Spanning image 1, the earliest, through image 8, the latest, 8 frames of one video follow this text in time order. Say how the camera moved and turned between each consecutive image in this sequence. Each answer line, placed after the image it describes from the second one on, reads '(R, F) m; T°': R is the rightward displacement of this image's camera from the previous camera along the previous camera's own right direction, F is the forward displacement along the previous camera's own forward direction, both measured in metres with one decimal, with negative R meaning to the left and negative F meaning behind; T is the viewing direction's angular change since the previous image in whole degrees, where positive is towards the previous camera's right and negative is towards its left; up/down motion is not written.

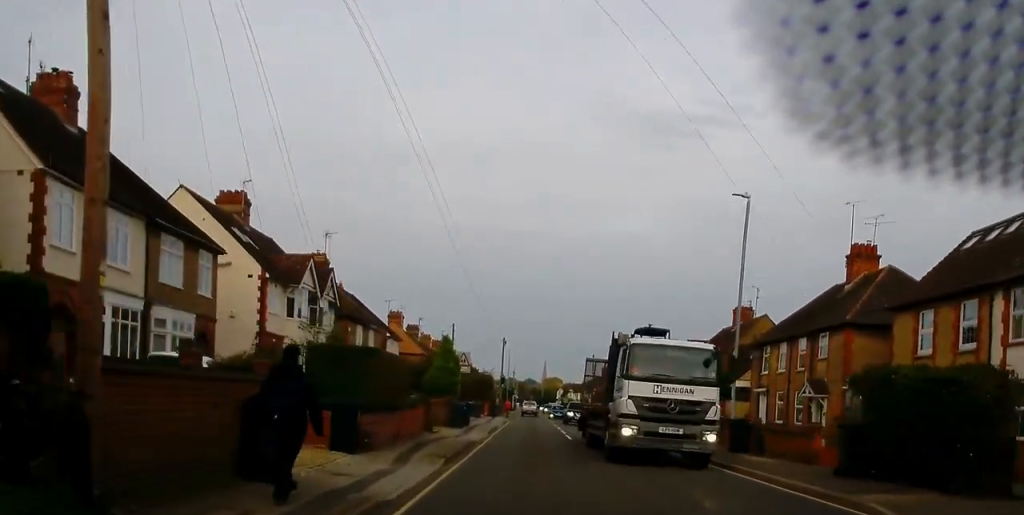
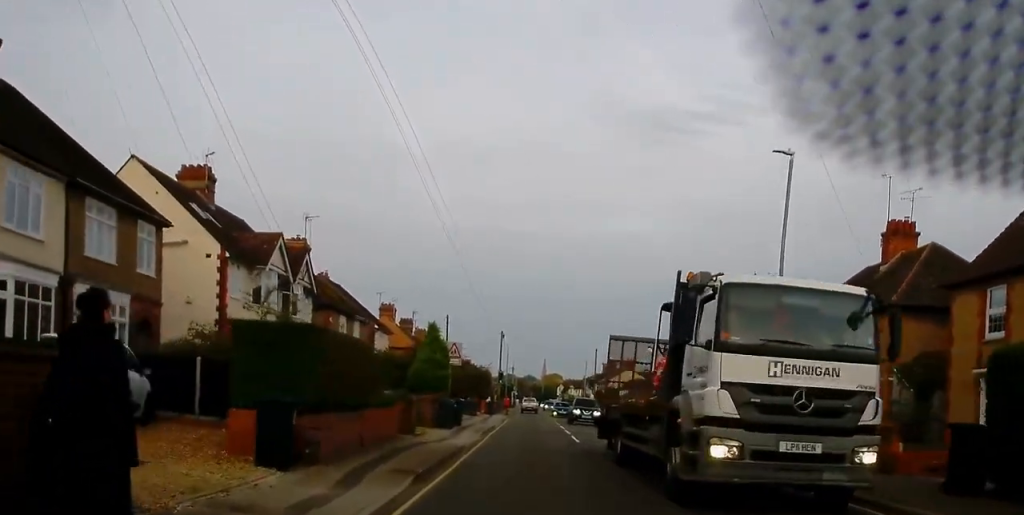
(+0.1, +4.4) m; -2°
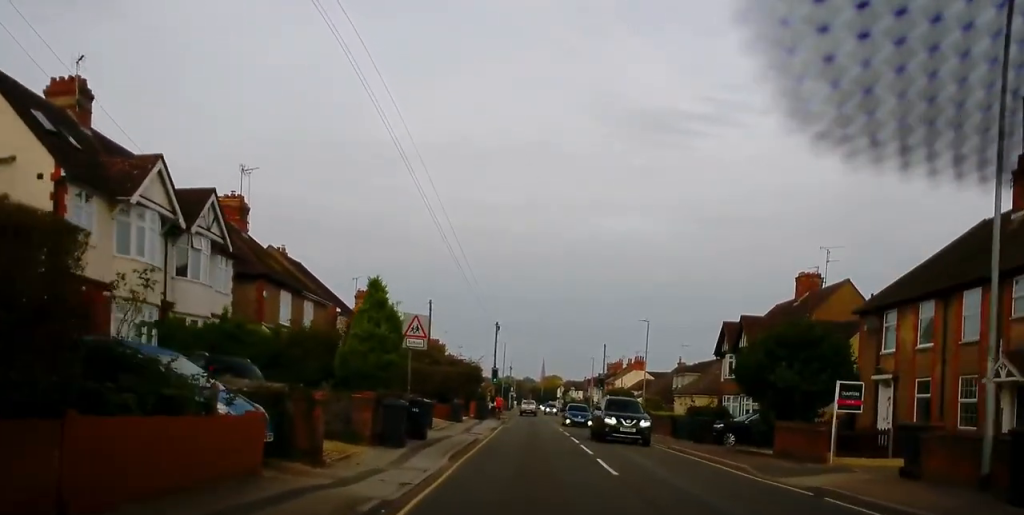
(-0.5, +11.0) m; -1°
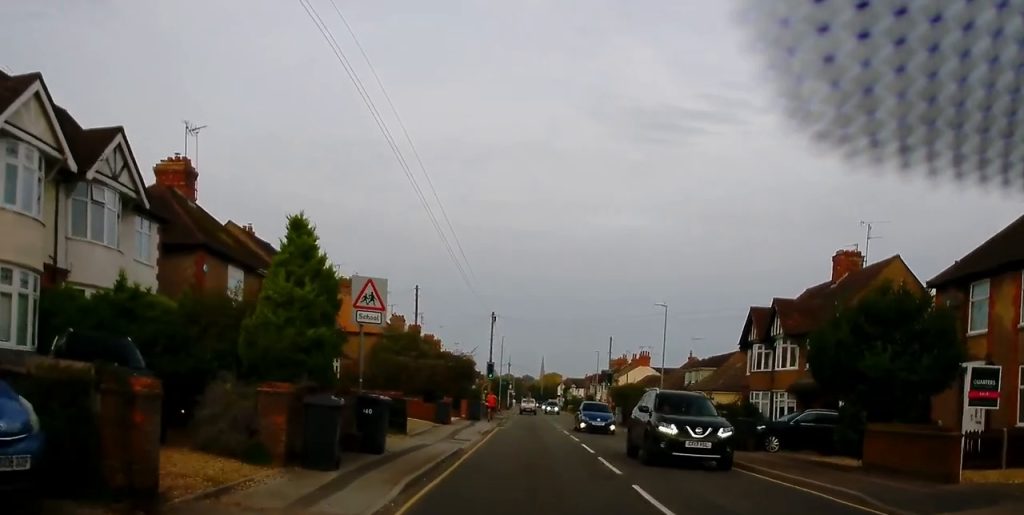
(+0.3, +6.3) m; +2°
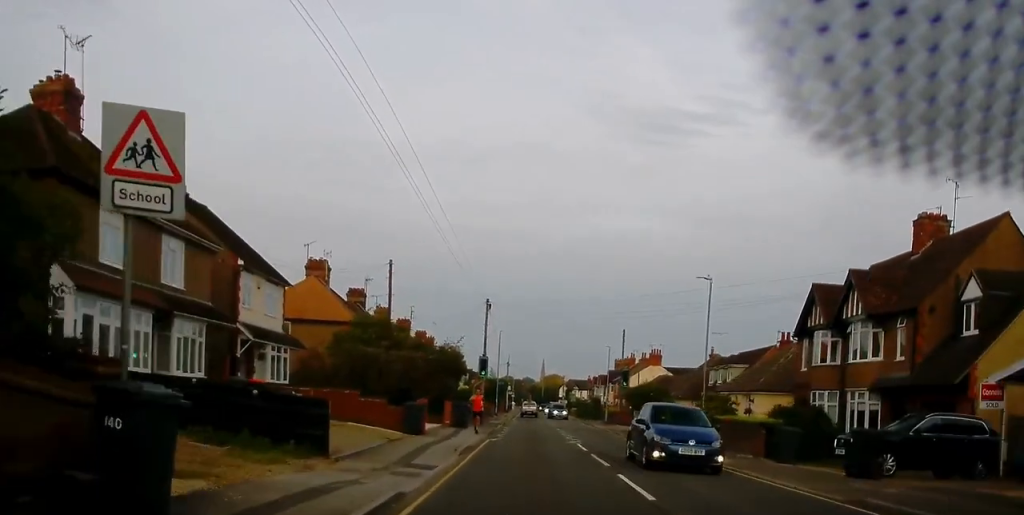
(+0.3, +9.6) m; +2°
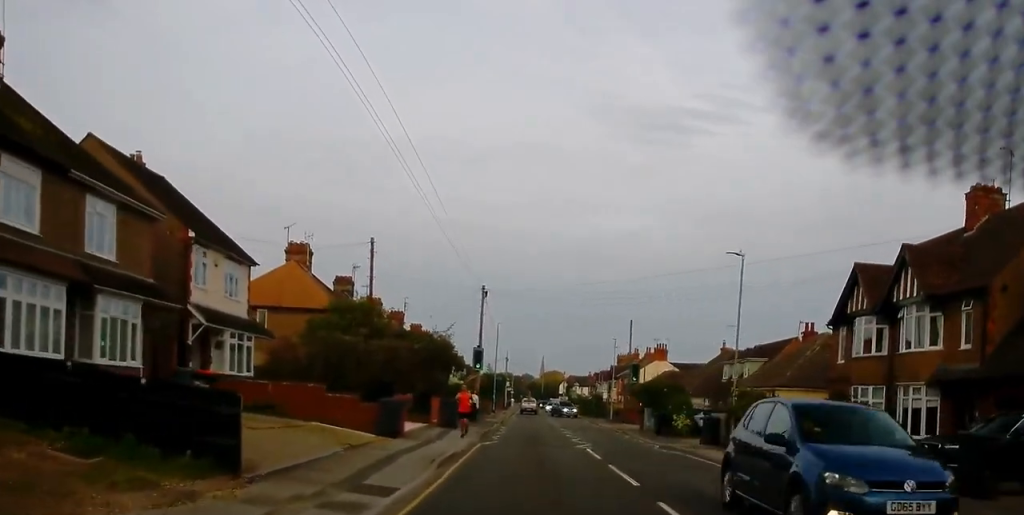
(0.0, +4.6) m; 0°
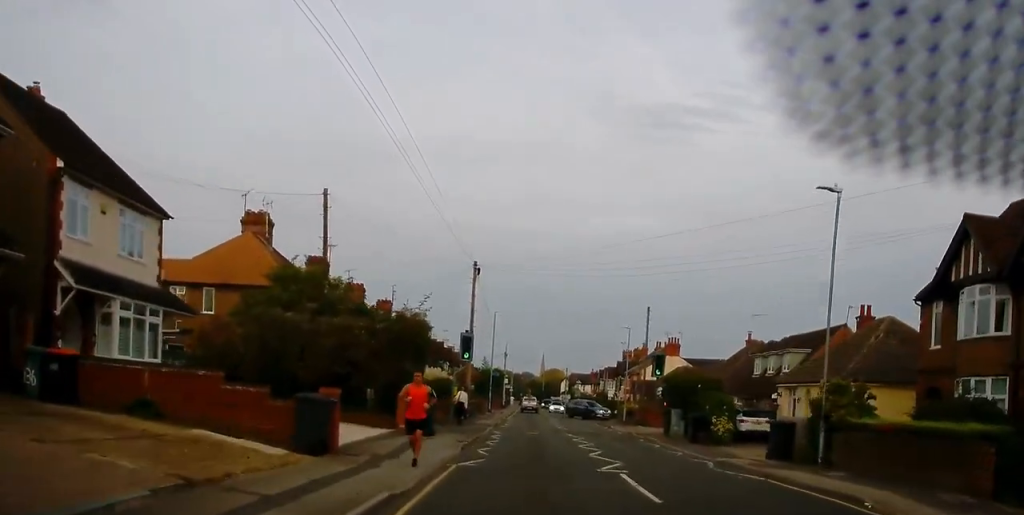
(0.0, +8.1) m; 0°
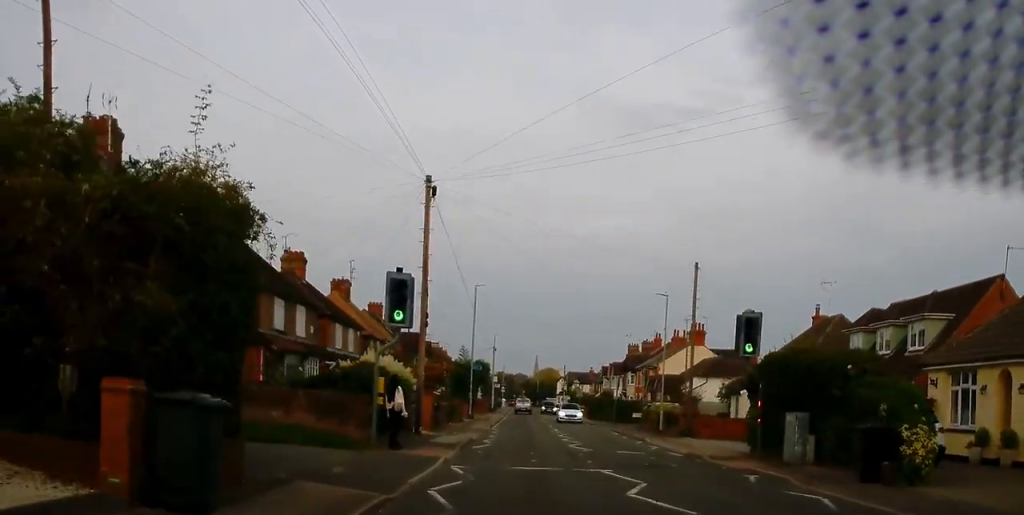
(0.0, +16.1) m; -3°
